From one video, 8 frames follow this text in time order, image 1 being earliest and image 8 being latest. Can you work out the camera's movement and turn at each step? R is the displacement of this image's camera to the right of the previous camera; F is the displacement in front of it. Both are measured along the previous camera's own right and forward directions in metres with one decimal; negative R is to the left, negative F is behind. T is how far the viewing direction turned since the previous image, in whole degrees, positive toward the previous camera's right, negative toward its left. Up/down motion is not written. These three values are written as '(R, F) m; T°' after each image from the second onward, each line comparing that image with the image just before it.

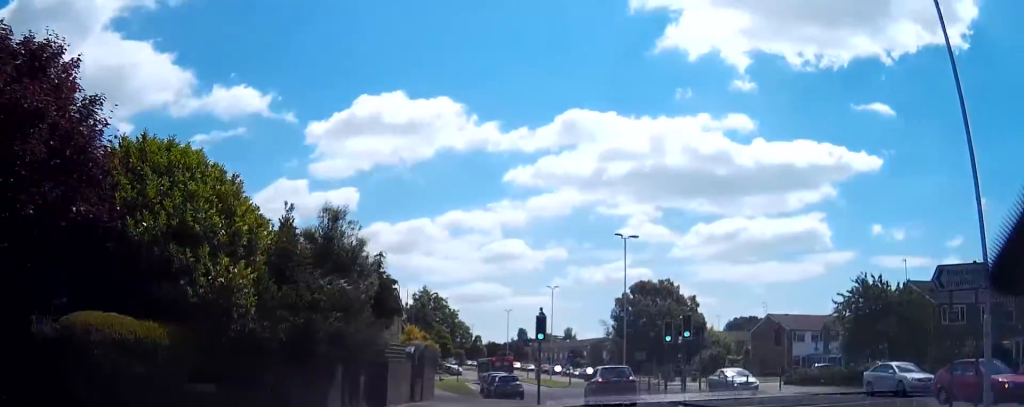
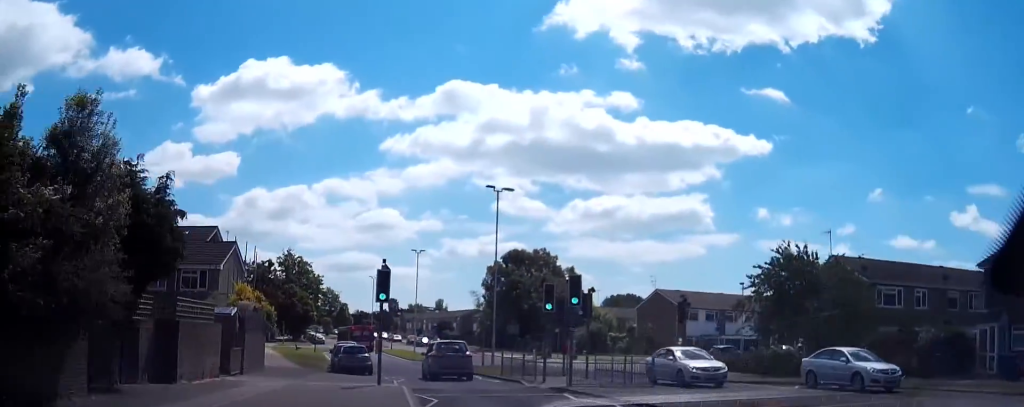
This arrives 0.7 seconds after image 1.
(+0.5, +5.3) m; +7°
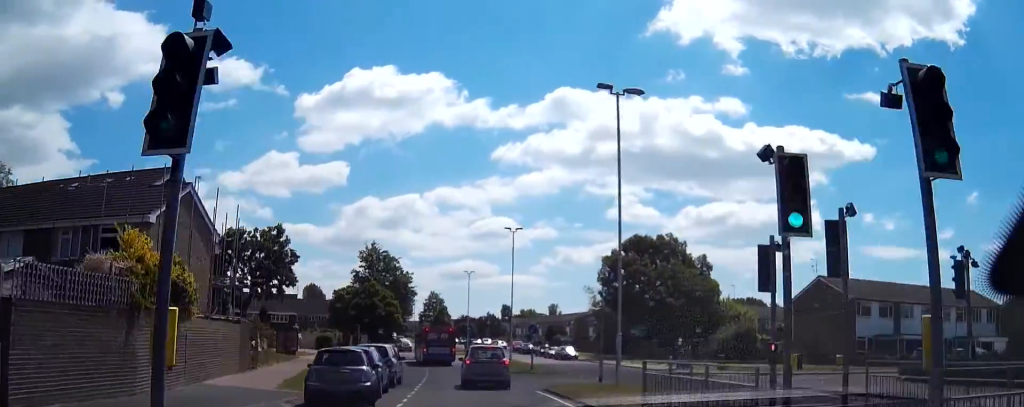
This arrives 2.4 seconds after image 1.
(+1.4, +14.8) m; +5°
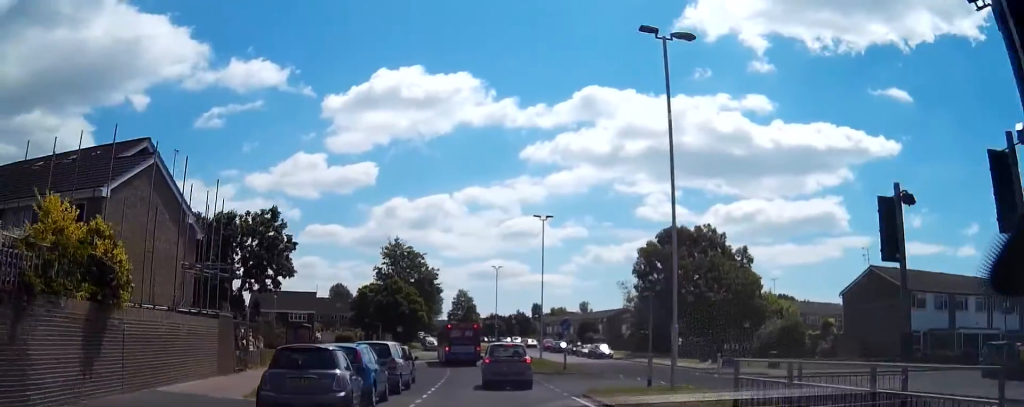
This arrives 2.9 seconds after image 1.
(-0.1, +4.6) m; -1°
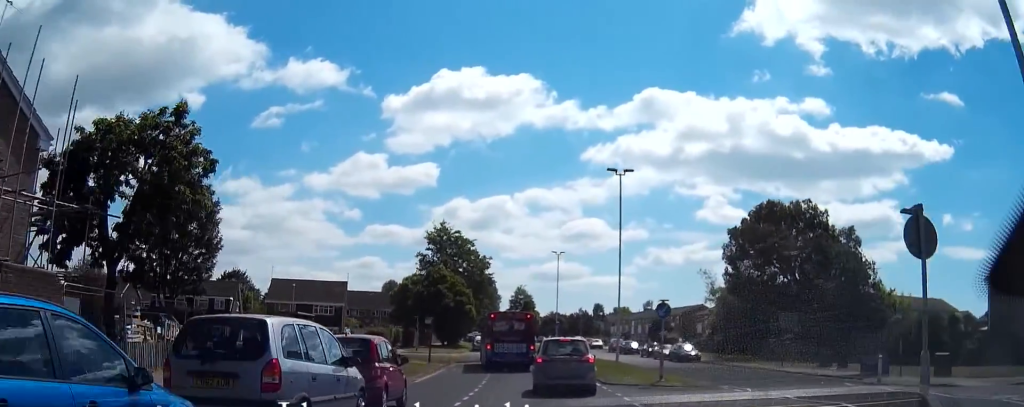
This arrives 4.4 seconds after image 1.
(-0.2, +14.8) m; 0°
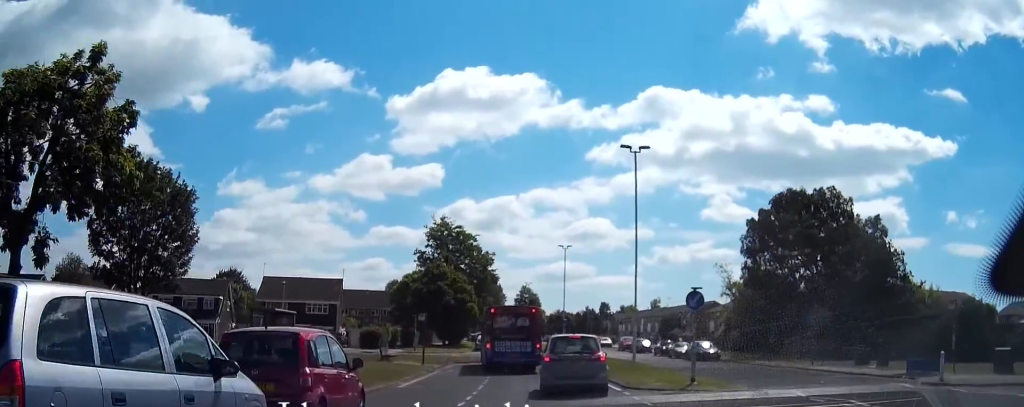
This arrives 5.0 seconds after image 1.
(0.0, +5.7) m; +1°
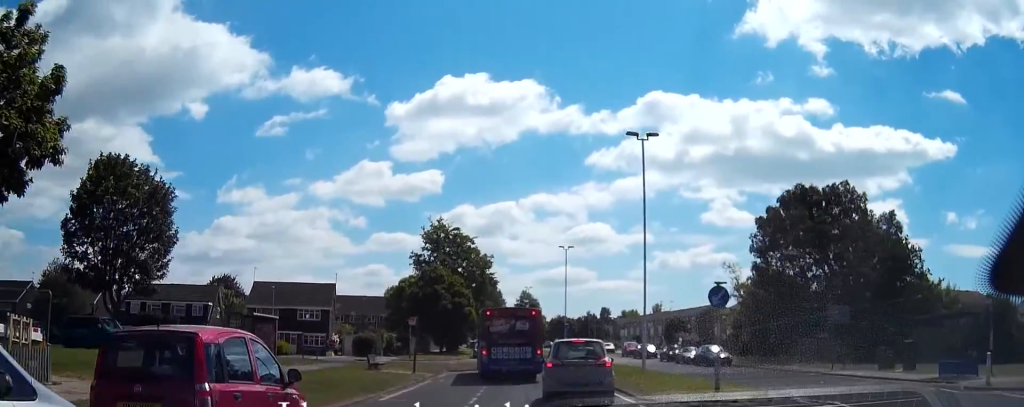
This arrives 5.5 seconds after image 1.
(+0.1, +3.8) m; +1°
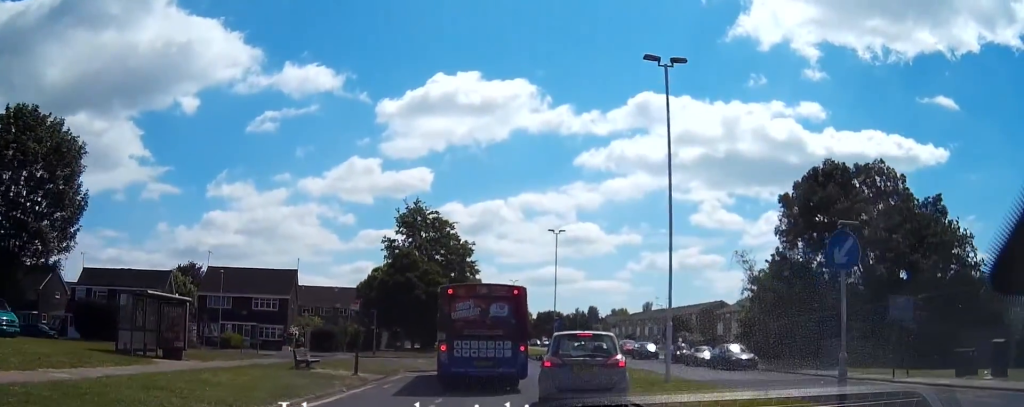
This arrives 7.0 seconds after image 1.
(+0.1, +9.8) m; +1°
